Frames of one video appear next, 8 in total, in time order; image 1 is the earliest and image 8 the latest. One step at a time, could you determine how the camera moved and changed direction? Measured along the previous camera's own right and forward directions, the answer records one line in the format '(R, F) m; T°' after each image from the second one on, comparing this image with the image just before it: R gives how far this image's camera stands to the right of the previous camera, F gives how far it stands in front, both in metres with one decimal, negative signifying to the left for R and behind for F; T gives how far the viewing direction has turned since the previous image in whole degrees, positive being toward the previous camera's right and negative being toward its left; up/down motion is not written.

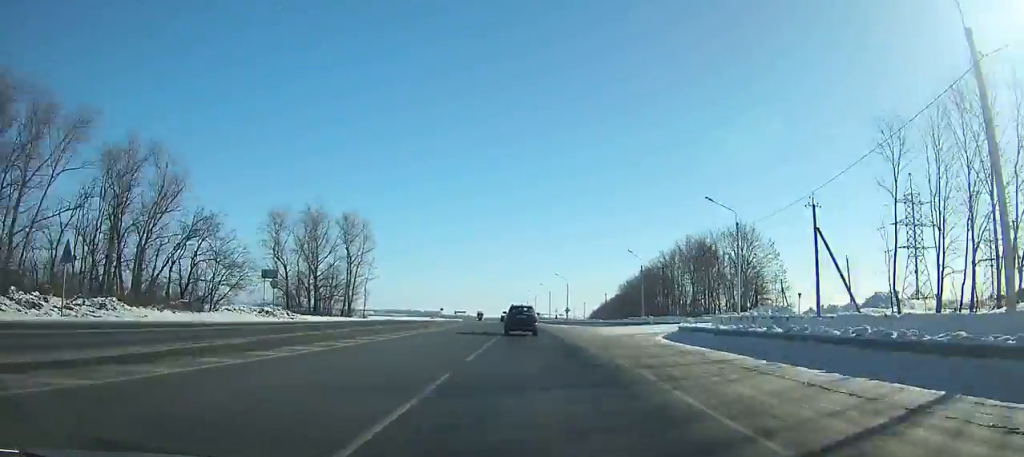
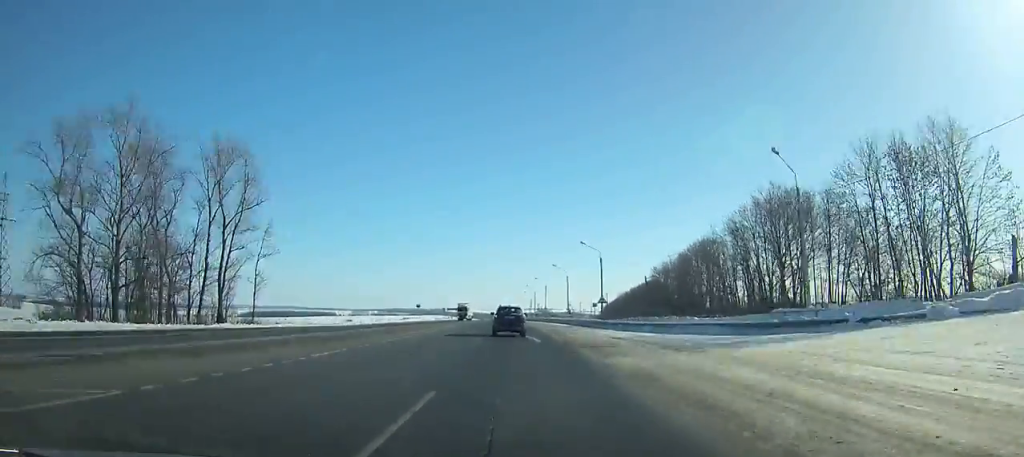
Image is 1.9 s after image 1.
(+0.3, +46.7) m; 0°
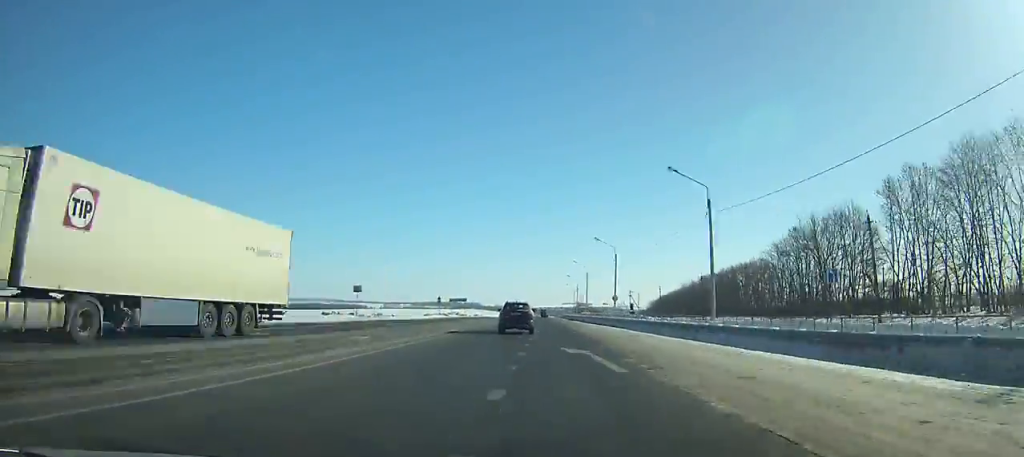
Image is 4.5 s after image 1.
(0.0, +63.6) m; 0°
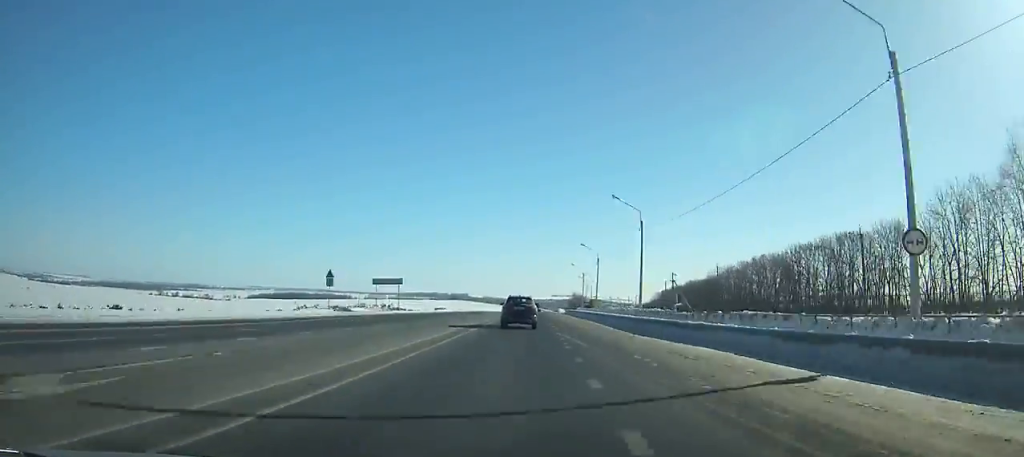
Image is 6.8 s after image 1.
(-0.3, +56.1) m; 0°
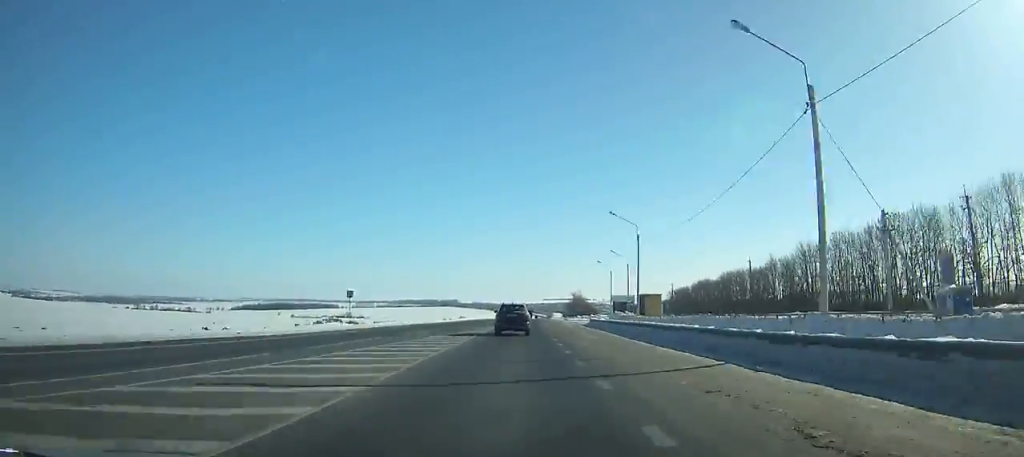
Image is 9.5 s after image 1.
(+0.2, +65.5) m; 0°
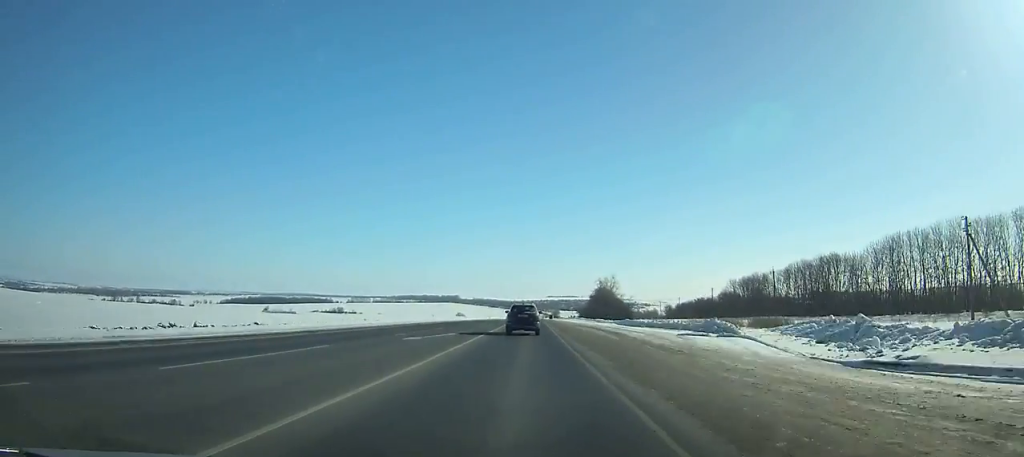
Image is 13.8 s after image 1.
(+0.1, +104.0) m; 0°
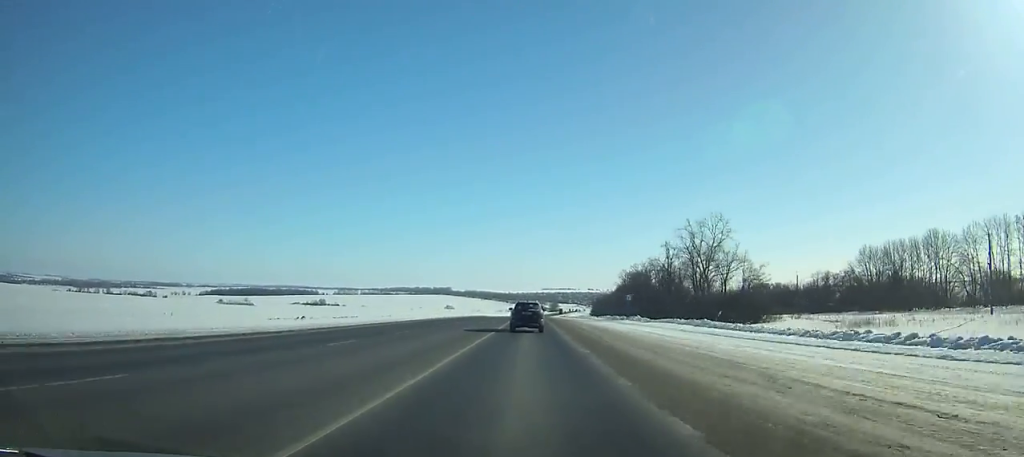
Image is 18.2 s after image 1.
(-0.1, +106.9) m; 0°
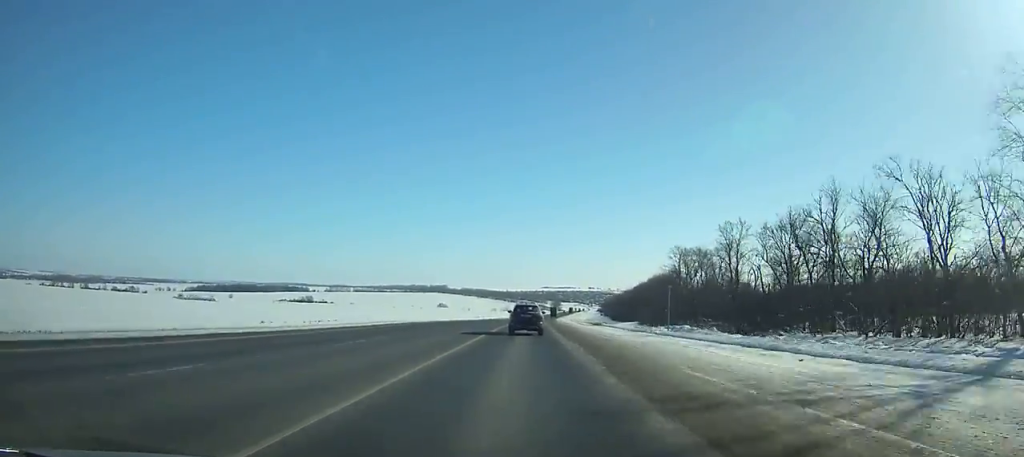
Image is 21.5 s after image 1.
(+0.2, +80.8) m; 0°
